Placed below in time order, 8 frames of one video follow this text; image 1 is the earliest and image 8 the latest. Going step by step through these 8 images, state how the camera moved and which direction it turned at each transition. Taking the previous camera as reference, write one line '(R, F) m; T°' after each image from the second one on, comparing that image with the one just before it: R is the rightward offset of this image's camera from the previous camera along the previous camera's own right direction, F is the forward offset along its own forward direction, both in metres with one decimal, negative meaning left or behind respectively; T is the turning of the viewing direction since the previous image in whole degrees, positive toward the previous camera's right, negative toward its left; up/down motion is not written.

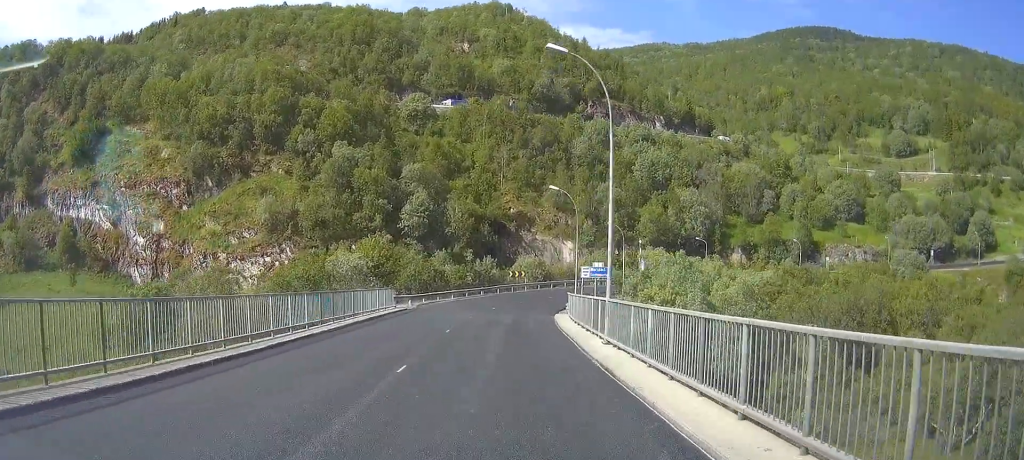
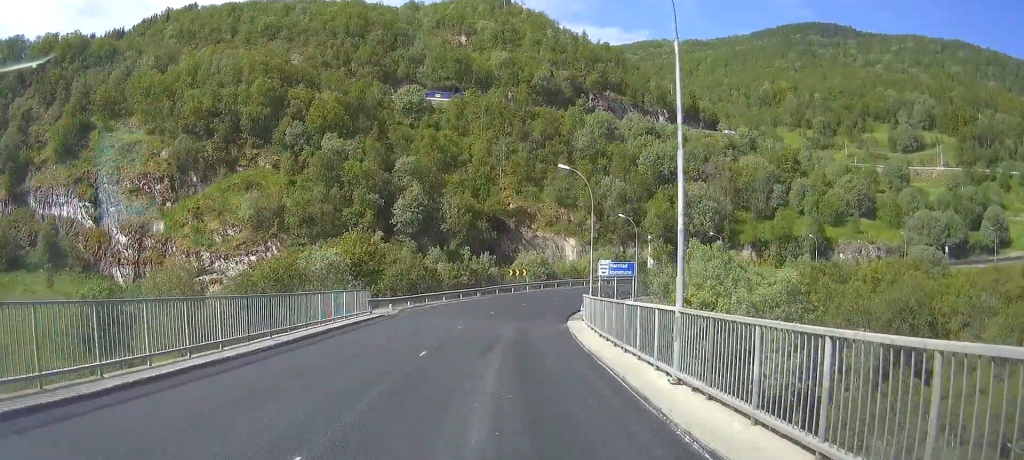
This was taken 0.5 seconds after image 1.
(0.0, +8.0) m; 0°
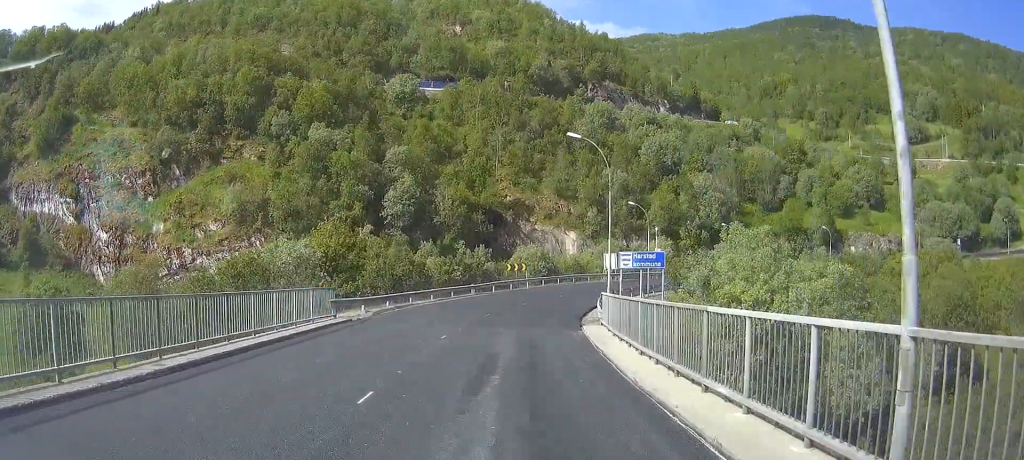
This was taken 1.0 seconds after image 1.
(0.0, +7.1) m; 0°
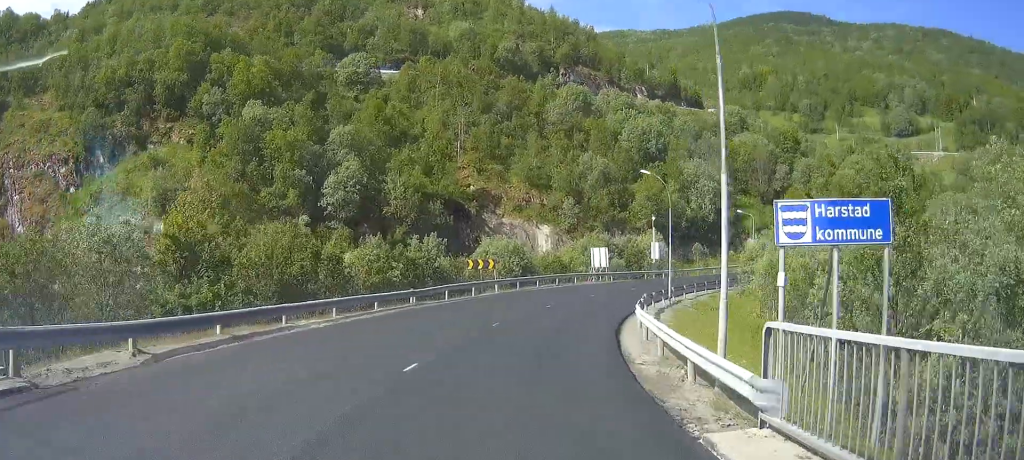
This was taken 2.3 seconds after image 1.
(0.0, +18.5) m; 0°
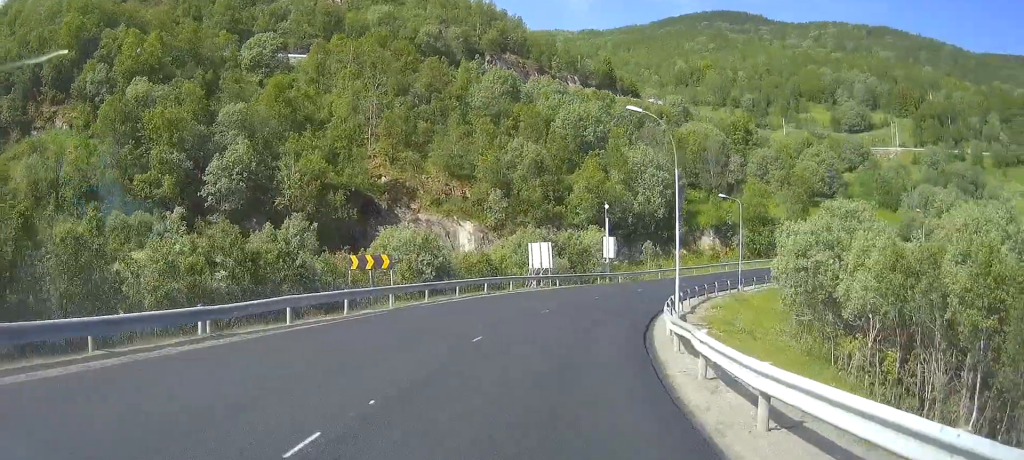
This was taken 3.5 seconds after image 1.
(+0.1, +16.9) m; +8°
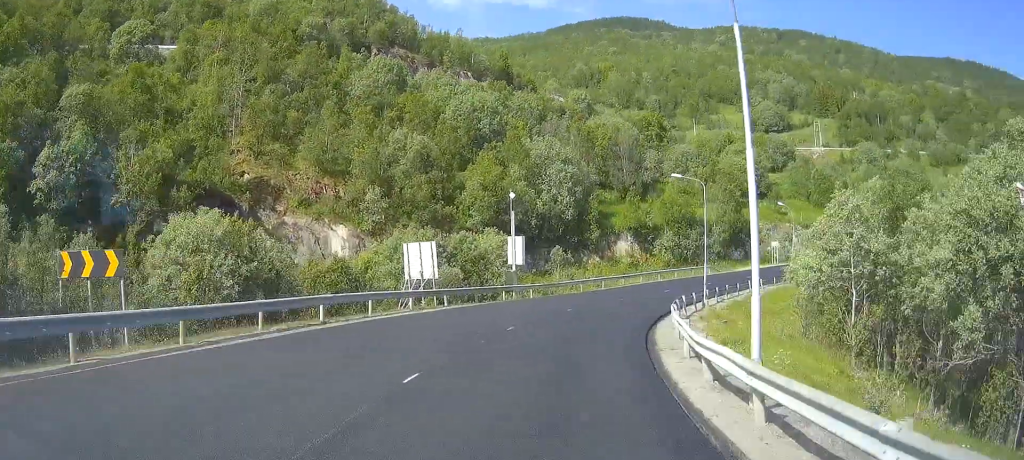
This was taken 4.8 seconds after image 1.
(+2.3, +16.1) m; +11°
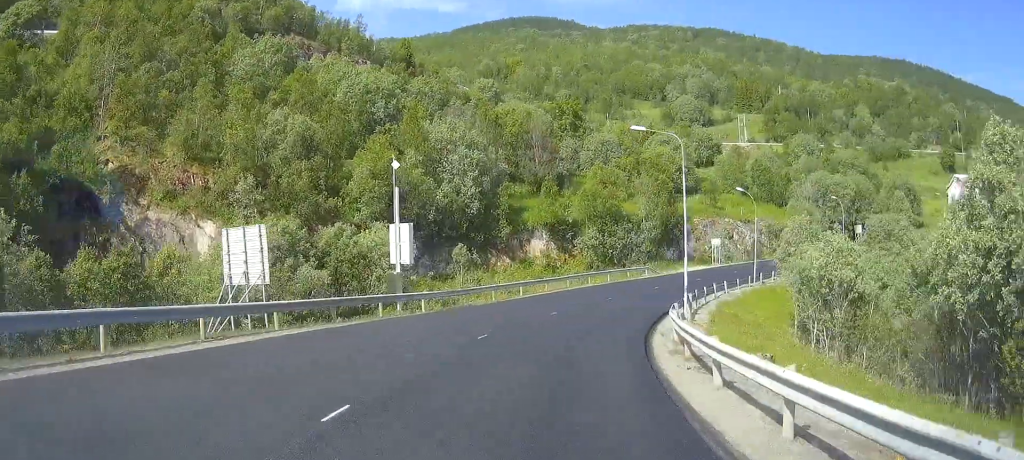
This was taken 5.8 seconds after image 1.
(0.0, +13.7) m; 0°
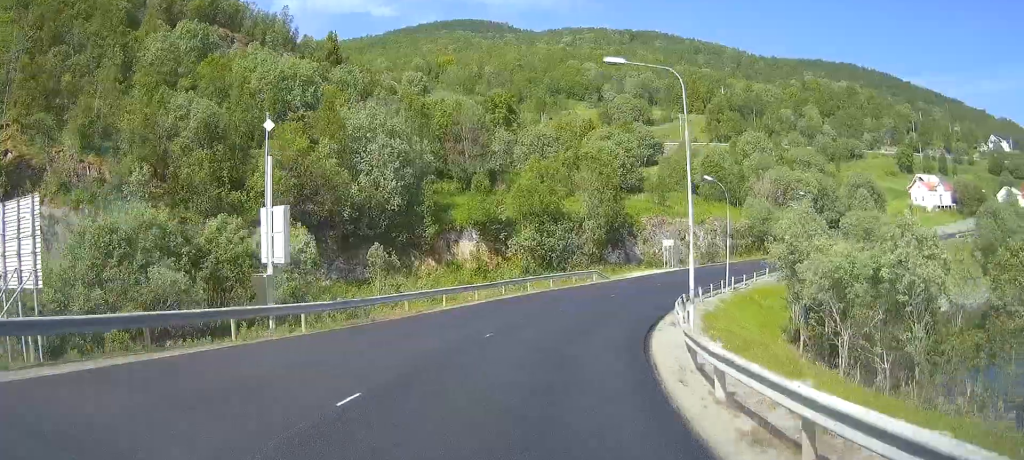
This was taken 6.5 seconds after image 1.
(0.0, +9.1) m; 0°
